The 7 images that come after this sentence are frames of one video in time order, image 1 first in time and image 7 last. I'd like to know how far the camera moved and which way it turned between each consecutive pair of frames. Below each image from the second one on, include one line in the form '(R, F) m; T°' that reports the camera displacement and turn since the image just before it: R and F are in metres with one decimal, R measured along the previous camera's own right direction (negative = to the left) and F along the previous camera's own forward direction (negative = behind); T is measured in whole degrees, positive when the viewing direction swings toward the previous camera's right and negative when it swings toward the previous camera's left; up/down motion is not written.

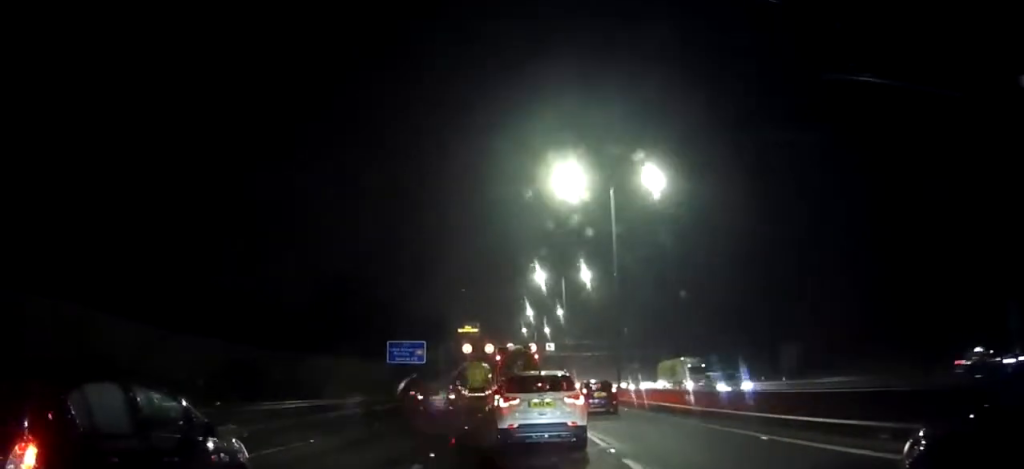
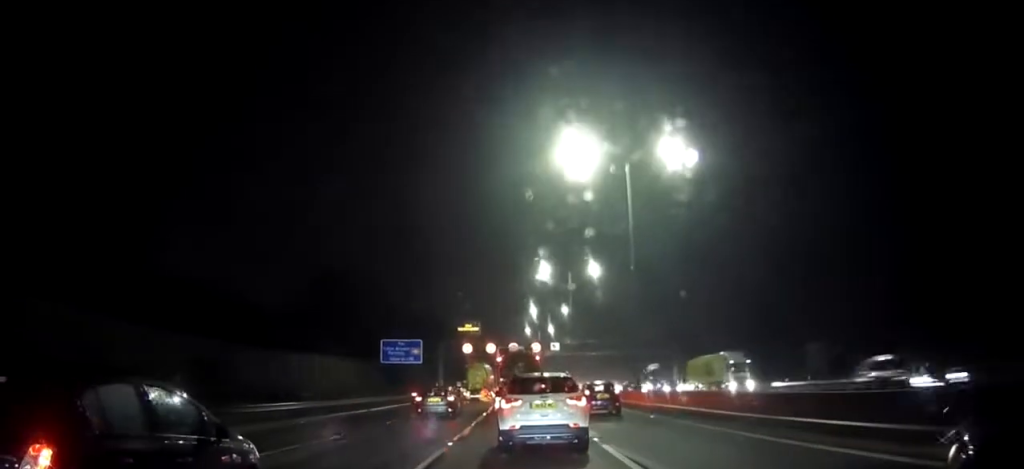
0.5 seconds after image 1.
(0.0, +5.8) m; 0°
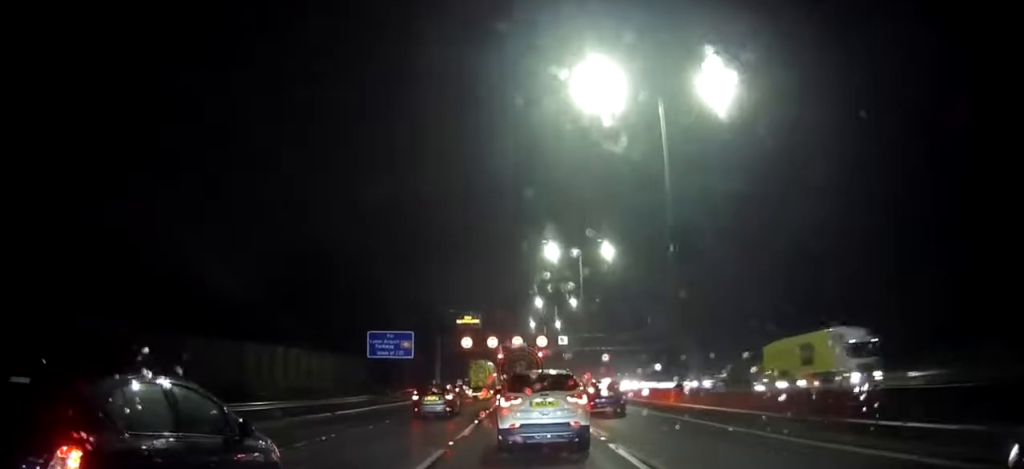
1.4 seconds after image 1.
(-0.1, +9.4) m; 0°
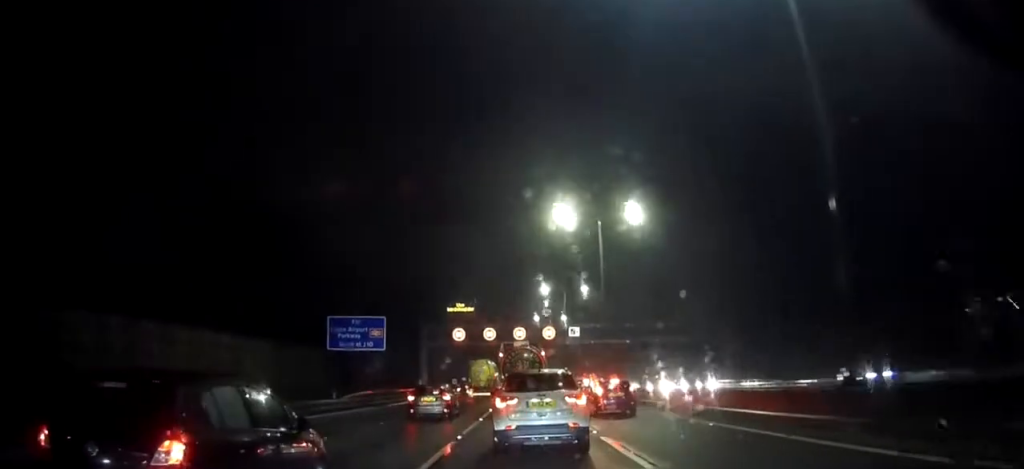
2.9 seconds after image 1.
(0.0, +15.3) m; 0°
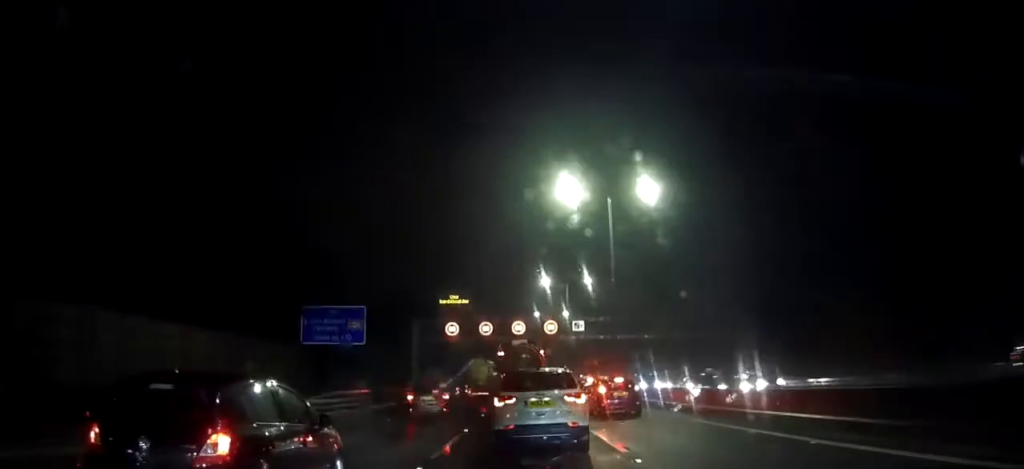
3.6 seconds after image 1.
(+0.1, +7.0) m; 0°
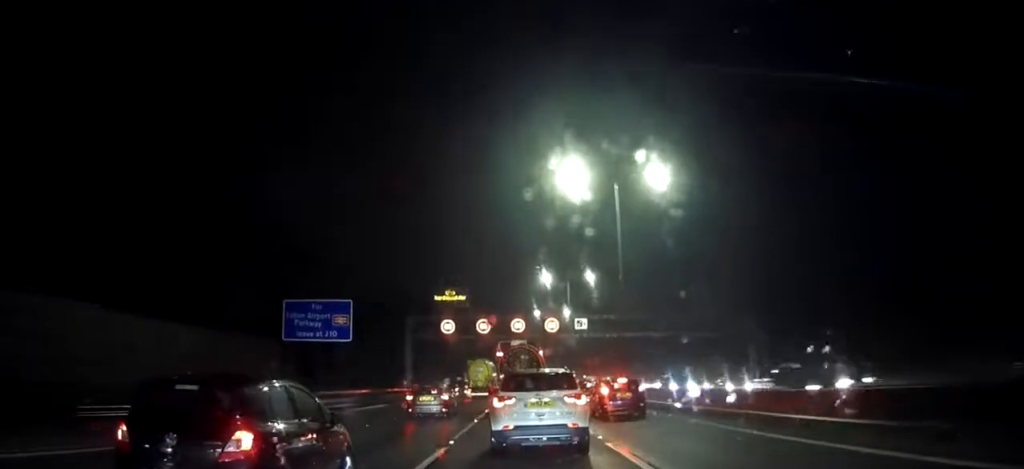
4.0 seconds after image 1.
(0.0, +3.8) m; 0°
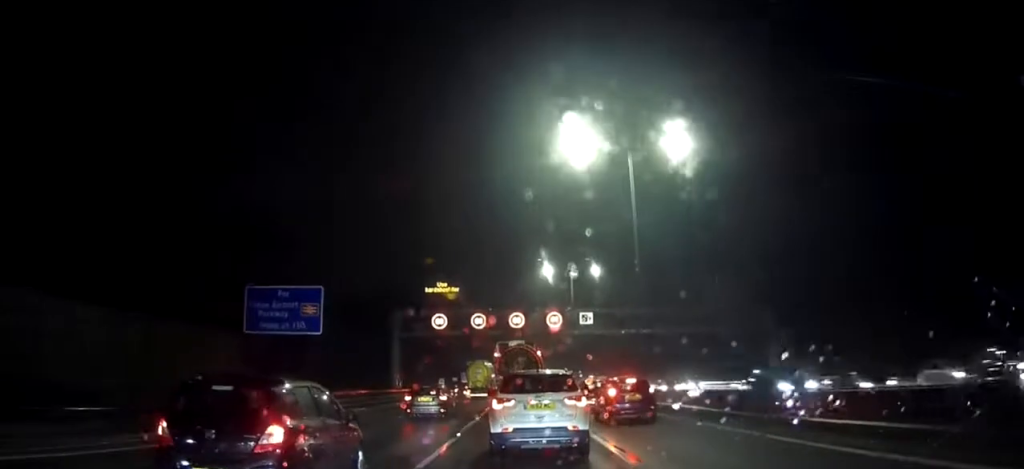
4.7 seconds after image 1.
(0.0, +6.4) m; 0°
